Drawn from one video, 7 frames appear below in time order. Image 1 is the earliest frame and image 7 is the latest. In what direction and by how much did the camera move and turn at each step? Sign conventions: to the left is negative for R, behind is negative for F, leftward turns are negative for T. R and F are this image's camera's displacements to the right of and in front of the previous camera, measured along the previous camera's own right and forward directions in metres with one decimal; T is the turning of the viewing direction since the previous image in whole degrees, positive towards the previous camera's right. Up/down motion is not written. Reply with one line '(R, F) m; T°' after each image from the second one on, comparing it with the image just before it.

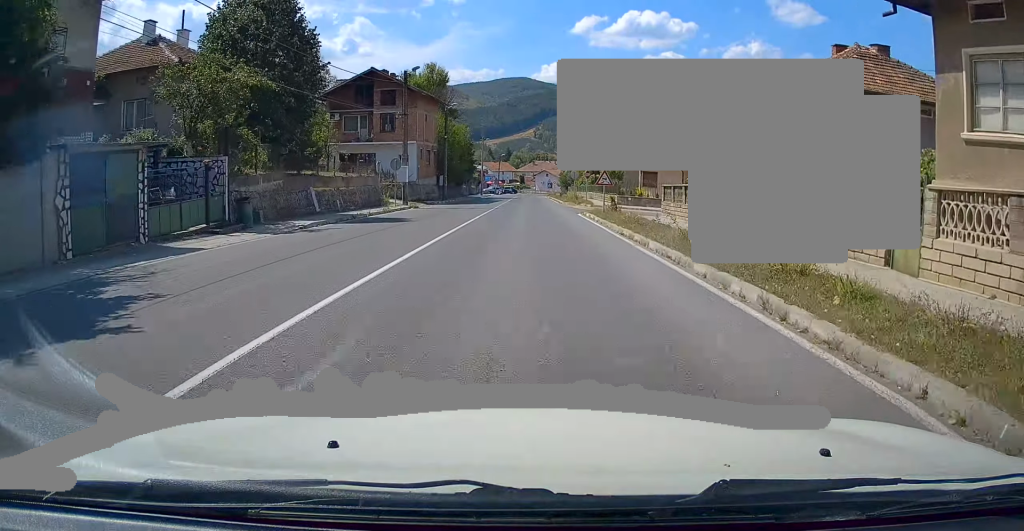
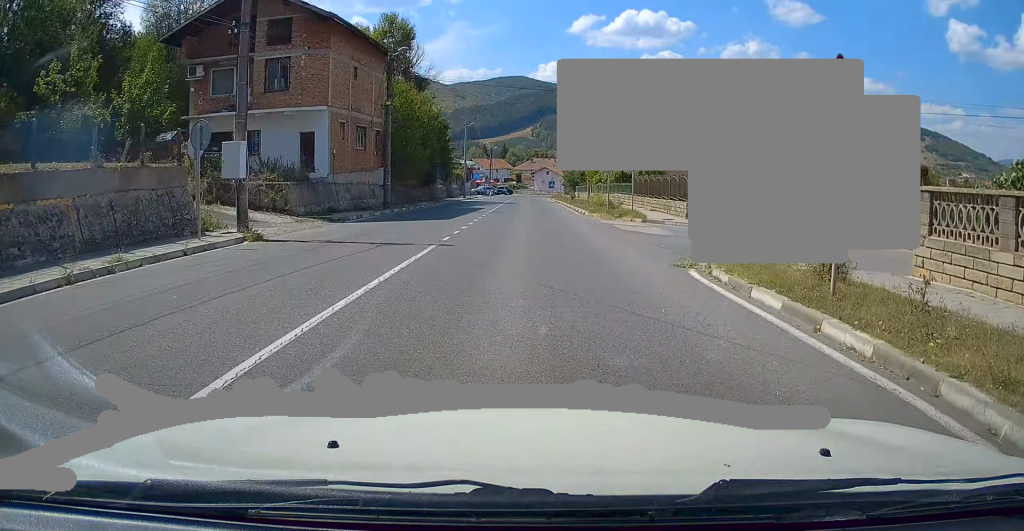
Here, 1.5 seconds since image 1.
(-0.2, +22.4) m; 0°
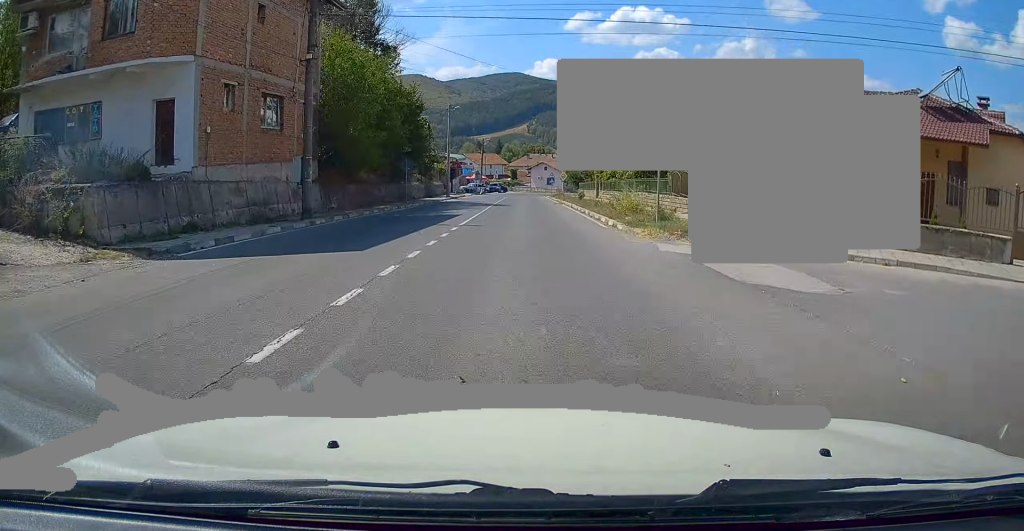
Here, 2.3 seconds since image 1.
(+0.3, +11.7) m; +1°
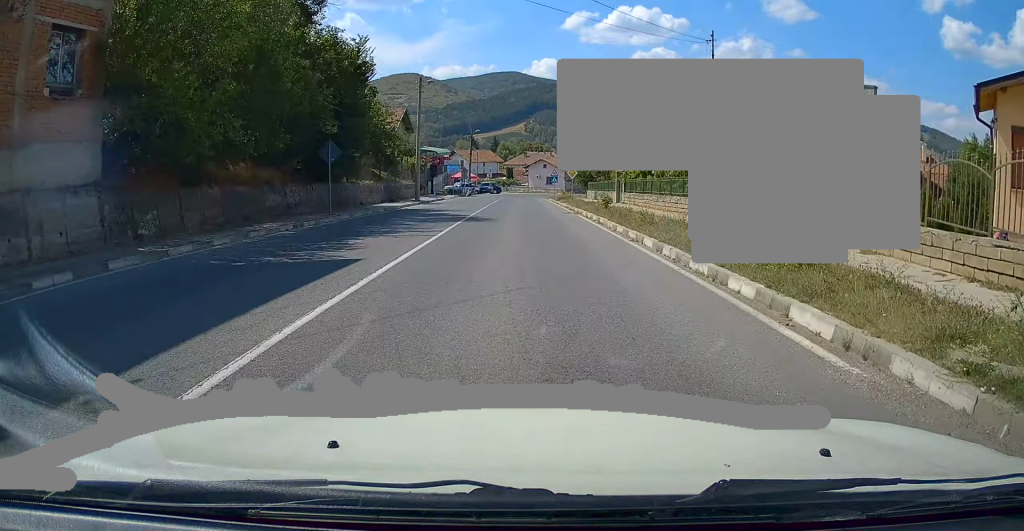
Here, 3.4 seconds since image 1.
(+0.1, +15.3) m; 0°
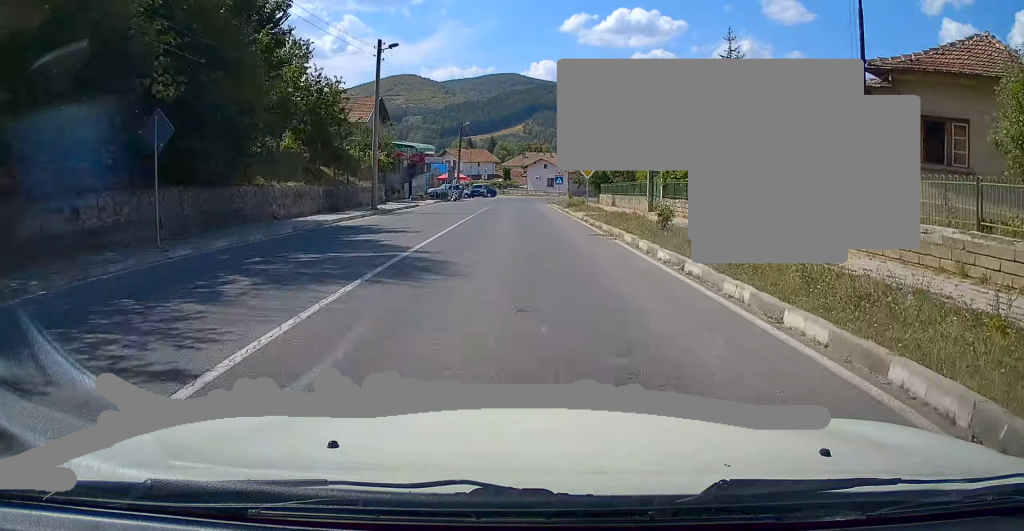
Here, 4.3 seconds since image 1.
(-0.1, +12.6) m; 0°
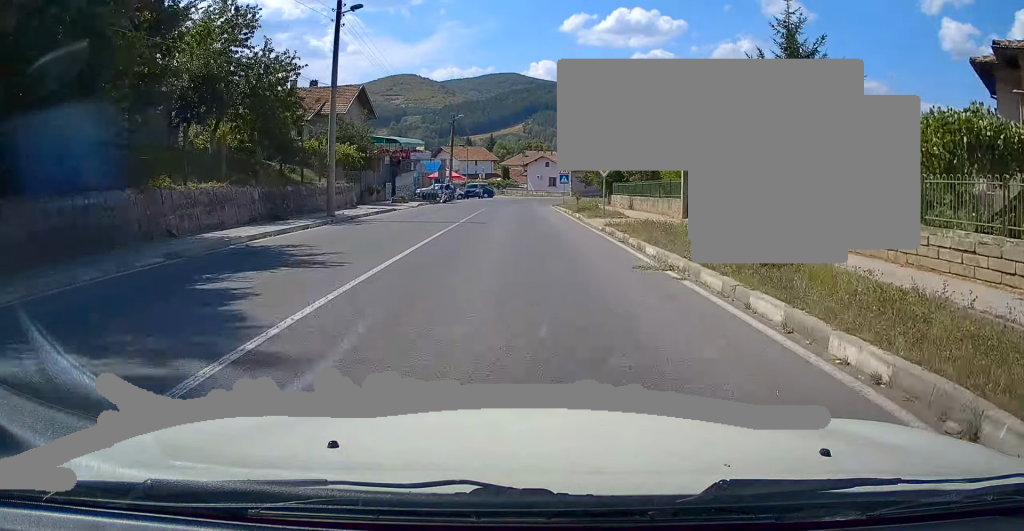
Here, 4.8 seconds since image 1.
(0.0, +7.4) m; 0°
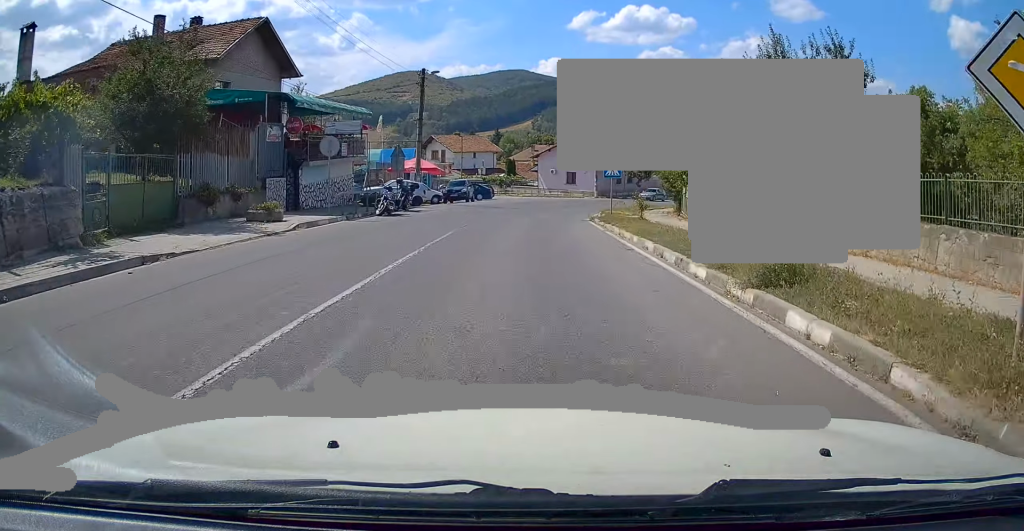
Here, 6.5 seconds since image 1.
(-0.1, +23.0) m; 0°
